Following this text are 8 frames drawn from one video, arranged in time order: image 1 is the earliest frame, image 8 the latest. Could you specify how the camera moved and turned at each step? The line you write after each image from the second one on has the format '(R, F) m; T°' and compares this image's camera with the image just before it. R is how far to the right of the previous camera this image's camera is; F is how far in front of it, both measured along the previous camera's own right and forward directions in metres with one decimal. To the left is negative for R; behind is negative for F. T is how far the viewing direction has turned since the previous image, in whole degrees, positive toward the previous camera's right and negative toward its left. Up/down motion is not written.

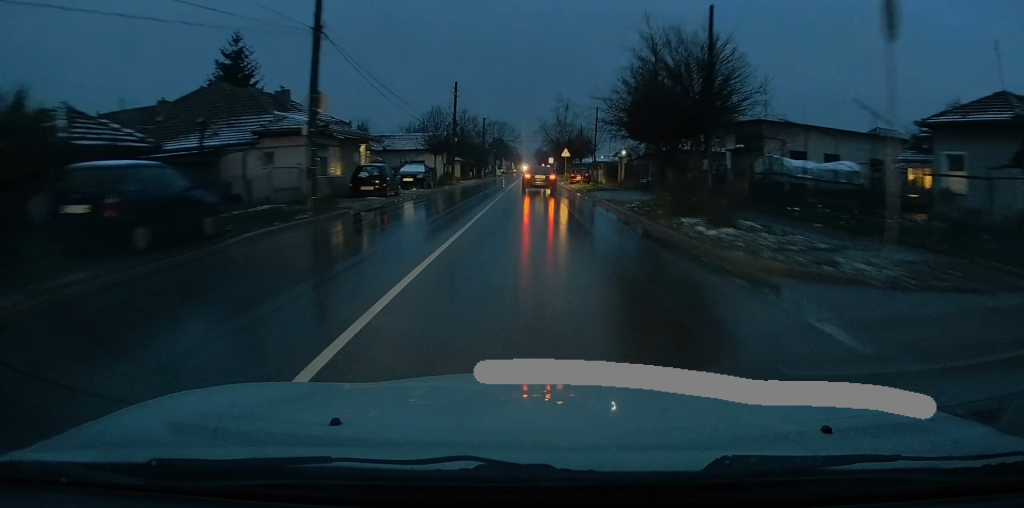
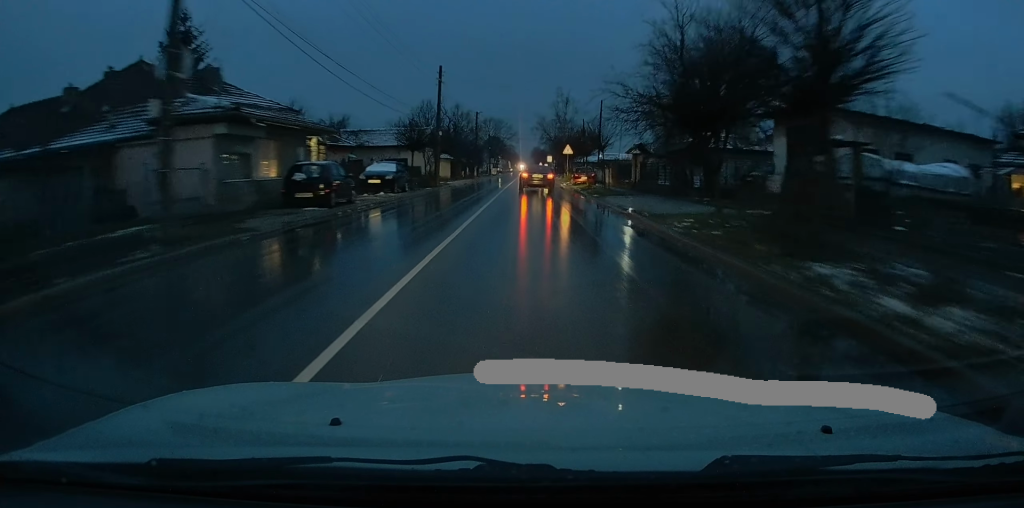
(0.0, +7.5) m; 0°
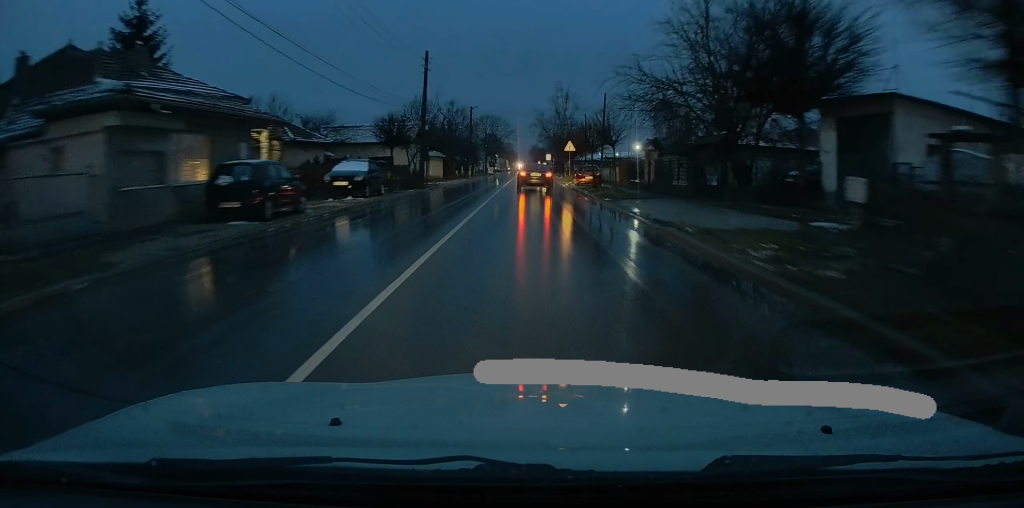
(0.0, +5.0) m; 0°
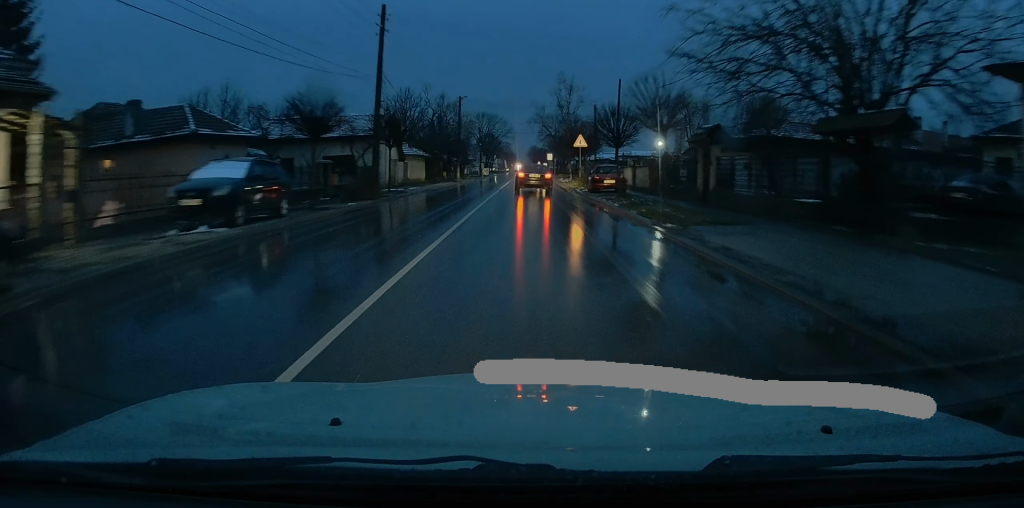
(0.0, +11.2) m; 0°
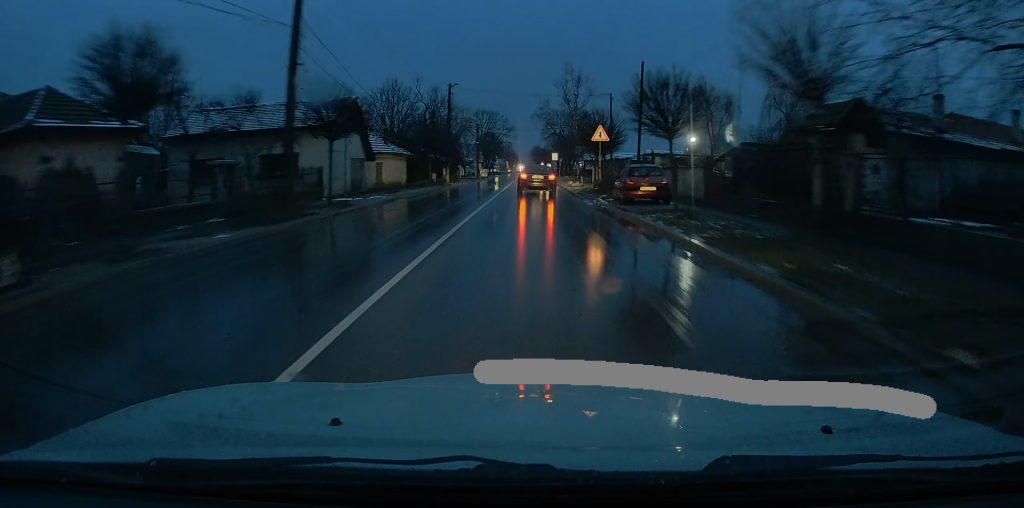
(0.0, +9.9) m; 0°
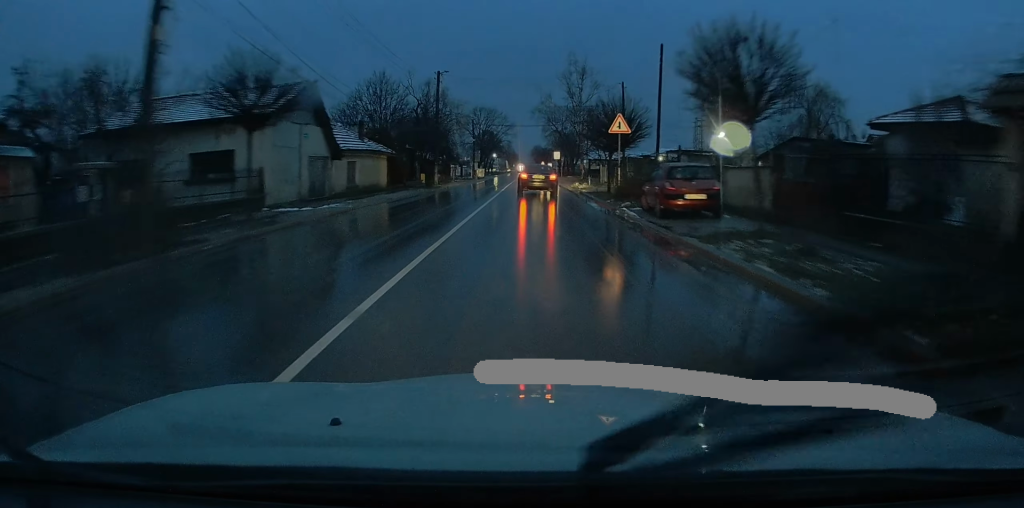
(0.0, +6.6) m; 0°
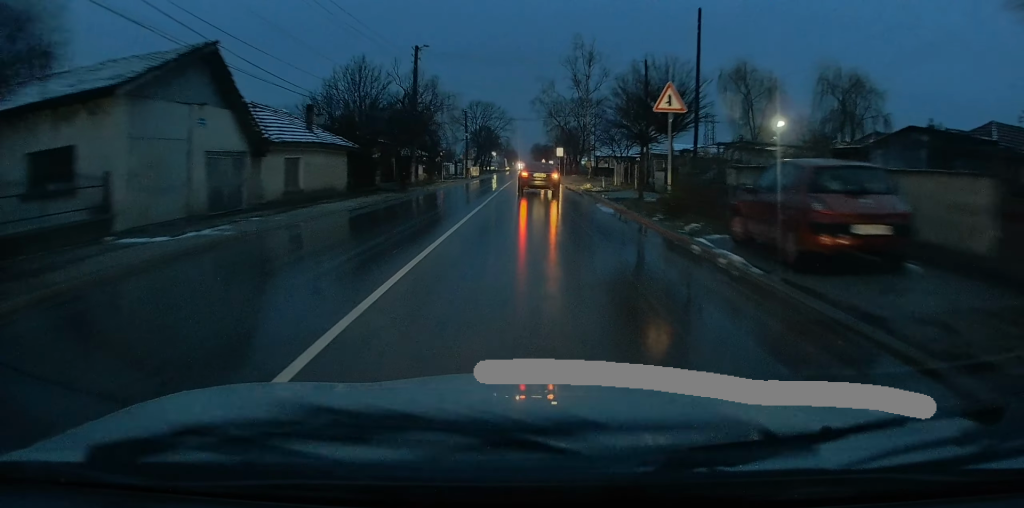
(+0.1, +9.0) m; 0°
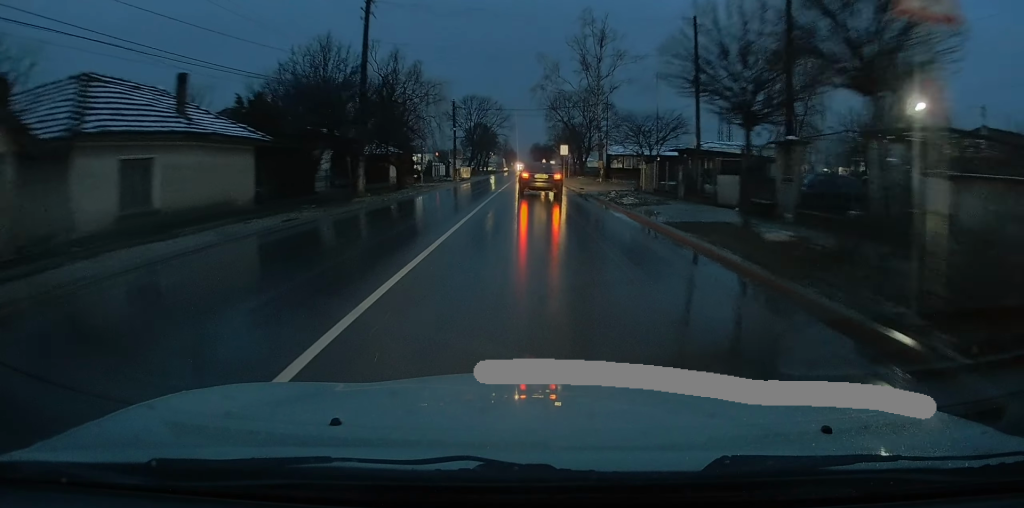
(-0.1, +11.1) m; -1°
